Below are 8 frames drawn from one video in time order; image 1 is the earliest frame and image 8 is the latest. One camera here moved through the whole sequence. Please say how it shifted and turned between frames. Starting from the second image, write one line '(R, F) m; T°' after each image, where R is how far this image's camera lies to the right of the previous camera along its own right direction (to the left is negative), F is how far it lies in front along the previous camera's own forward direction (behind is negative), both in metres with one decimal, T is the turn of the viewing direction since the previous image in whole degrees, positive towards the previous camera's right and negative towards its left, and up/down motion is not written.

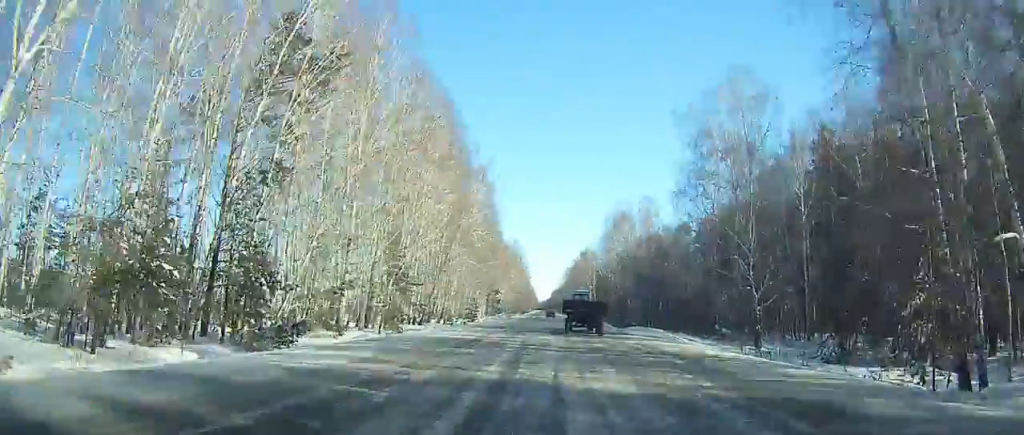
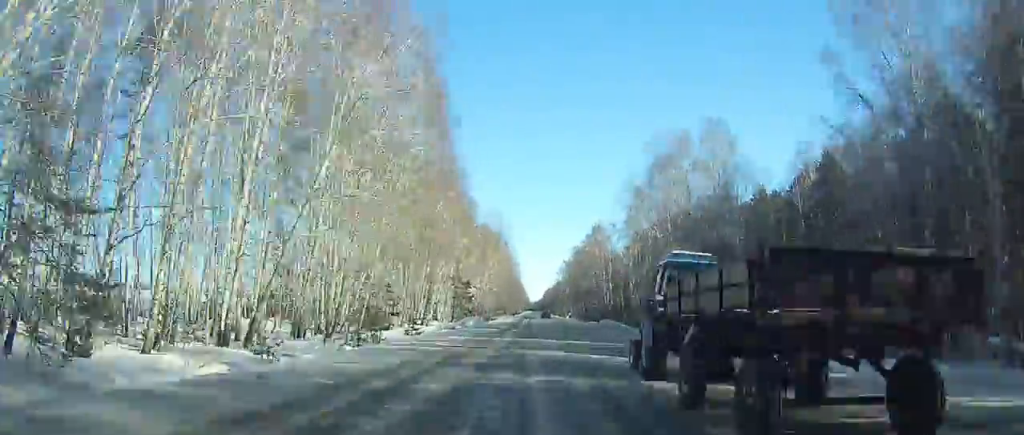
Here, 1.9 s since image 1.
(+0.1, +42.5) m; +1°
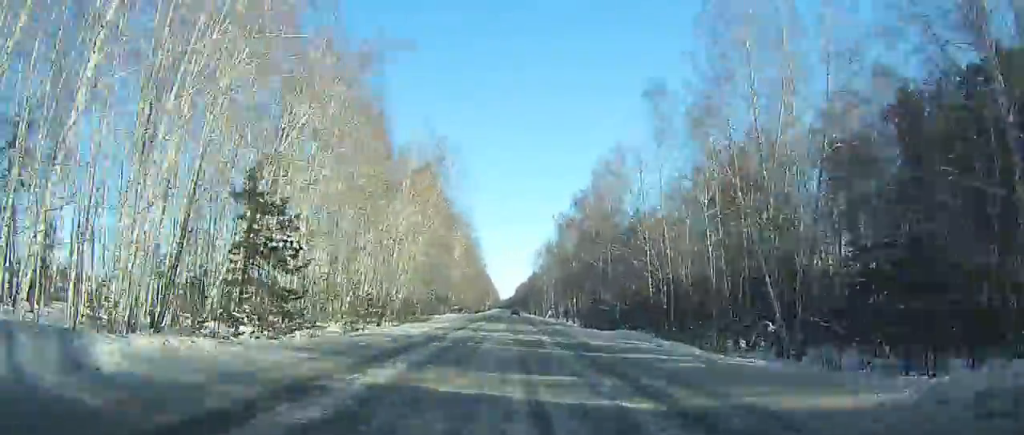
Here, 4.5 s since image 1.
(+0.4, +58.5) m; 0°
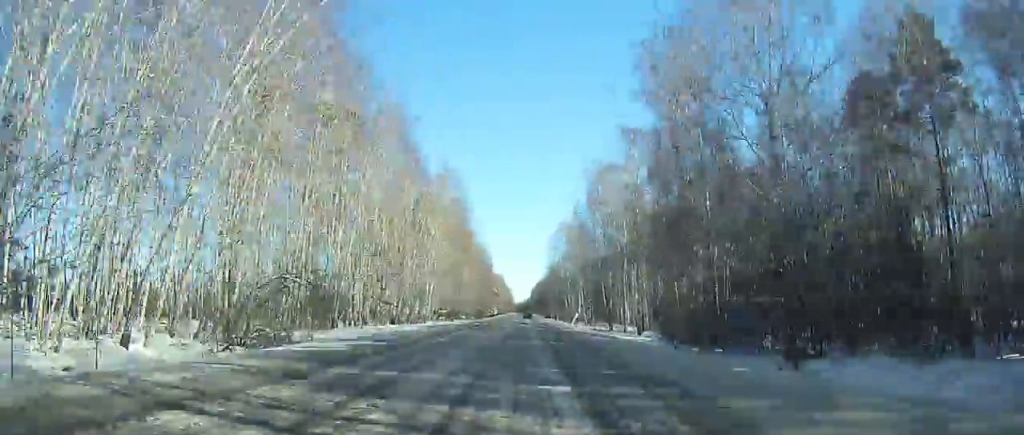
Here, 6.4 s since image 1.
(+0.4, +43.0) m; 0°
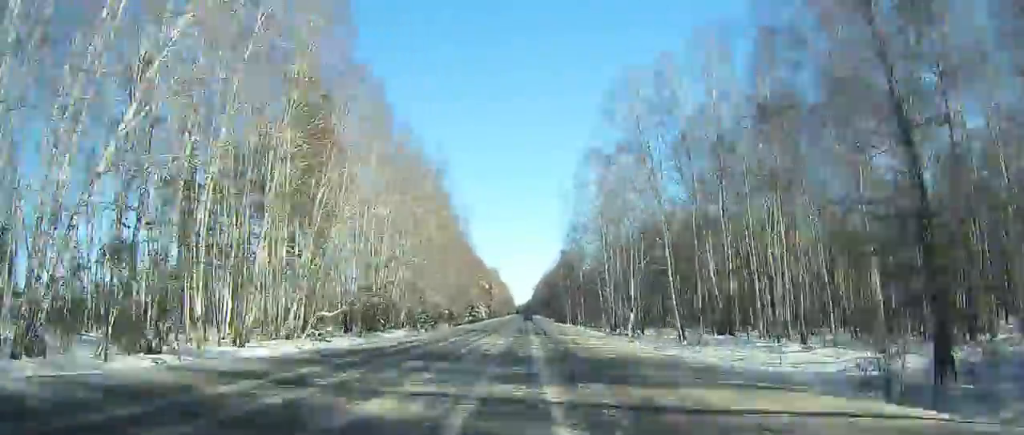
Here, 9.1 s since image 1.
(-1.1, +62.2) m; -1°
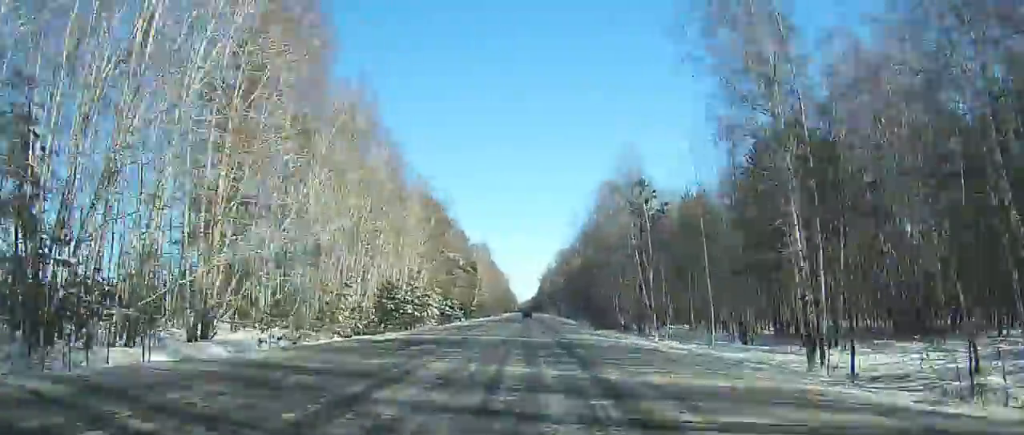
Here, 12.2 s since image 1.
(0.0, +72.9) m; 0°
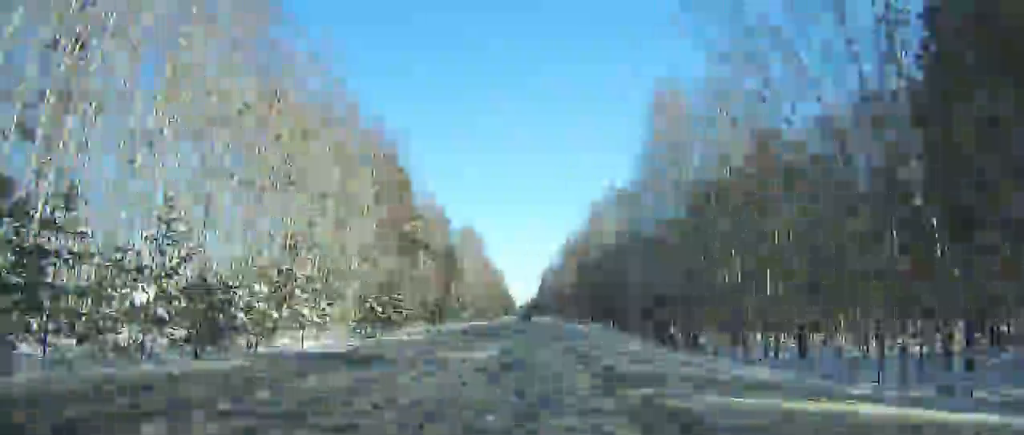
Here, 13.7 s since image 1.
(0.0, +35.6) m; 0°
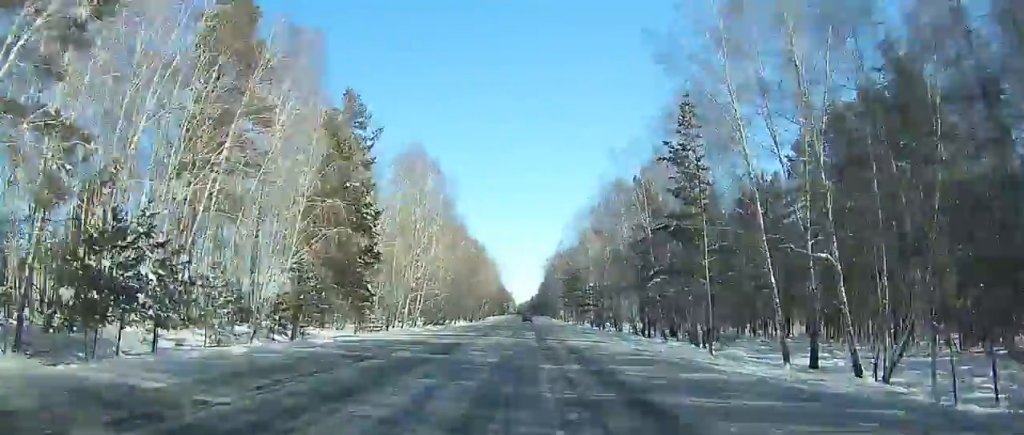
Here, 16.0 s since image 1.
(0.0, +54.7) m; 0°
